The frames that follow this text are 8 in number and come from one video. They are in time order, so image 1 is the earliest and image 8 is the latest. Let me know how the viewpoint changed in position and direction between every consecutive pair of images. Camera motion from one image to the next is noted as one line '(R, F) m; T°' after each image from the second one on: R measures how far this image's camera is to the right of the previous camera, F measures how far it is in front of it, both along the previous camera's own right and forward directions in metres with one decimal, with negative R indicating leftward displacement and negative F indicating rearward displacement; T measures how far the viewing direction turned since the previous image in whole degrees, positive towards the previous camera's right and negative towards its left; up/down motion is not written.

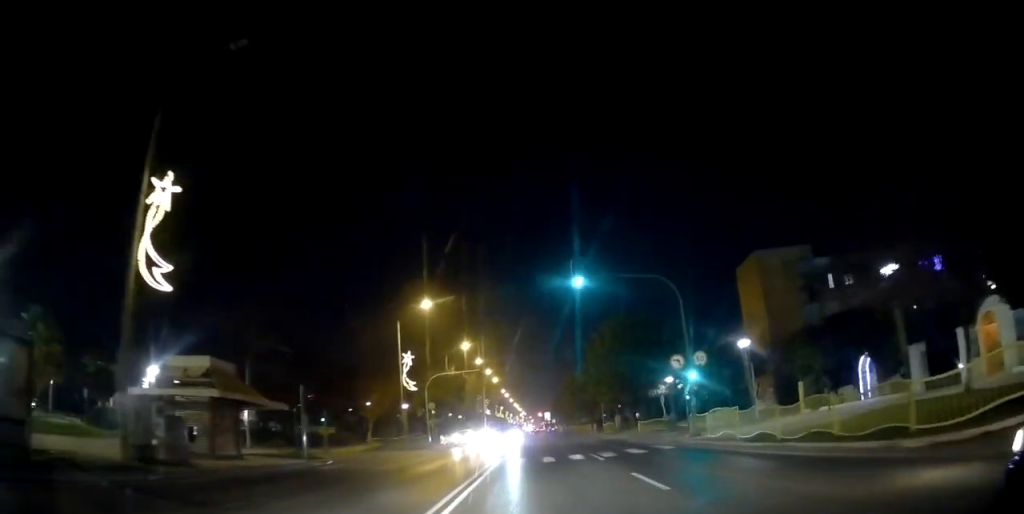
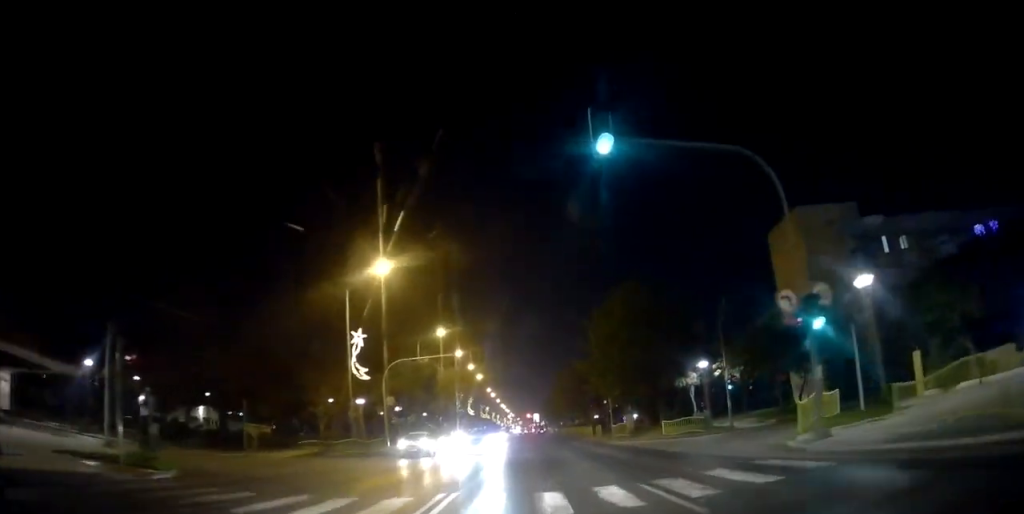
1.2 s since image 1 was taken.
(+0.3, +11.5) m; +4°
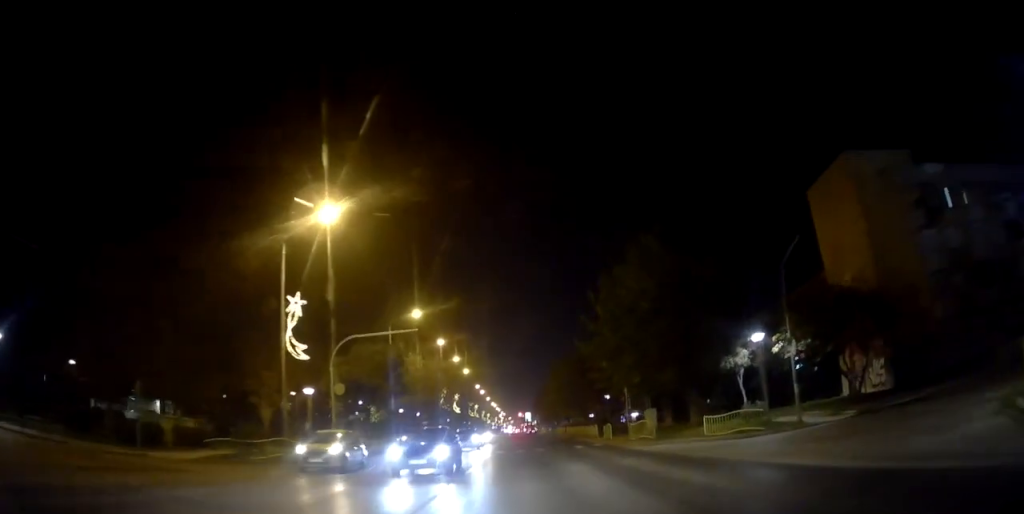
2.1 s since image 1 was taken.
(+0.3, +9.8) m; 0°
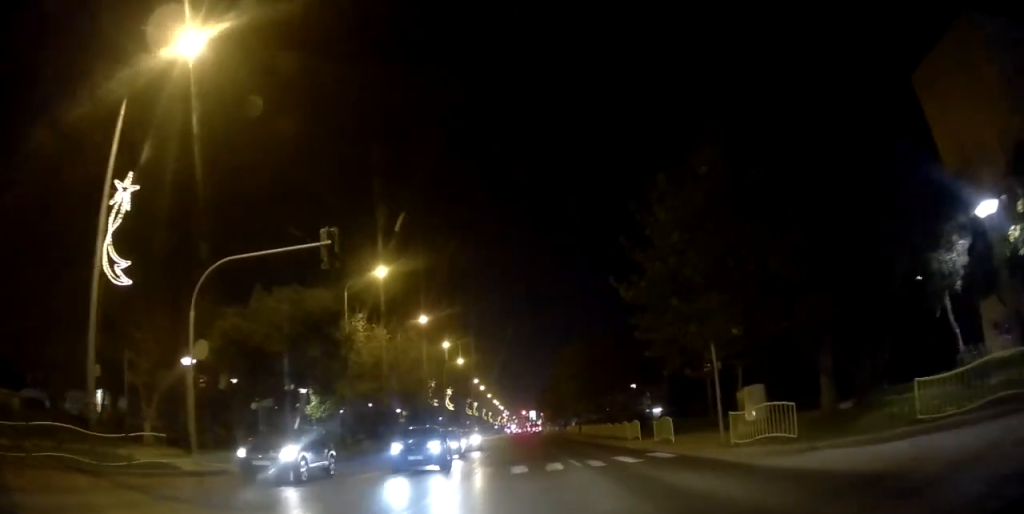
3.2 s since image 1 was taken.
(-0.4, +14.4) m; -2°
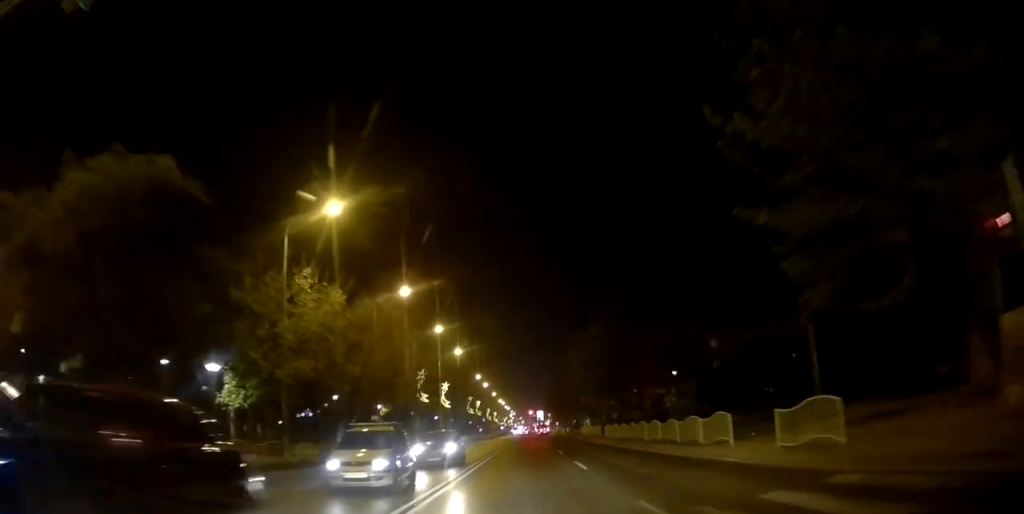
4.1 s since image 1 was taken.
(0.0, +11.8) m; 0°
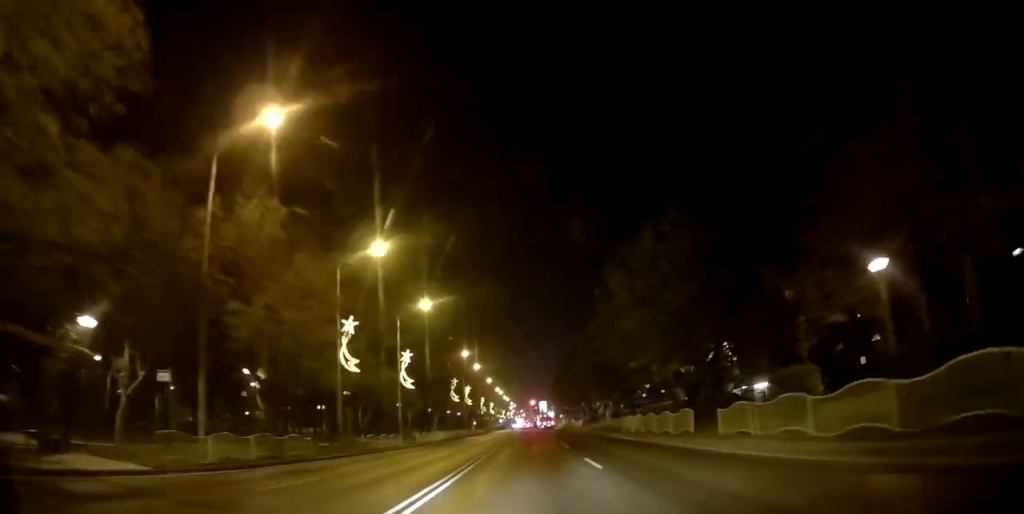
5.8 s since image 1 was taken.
(-0.3, +25.7) m; -1°
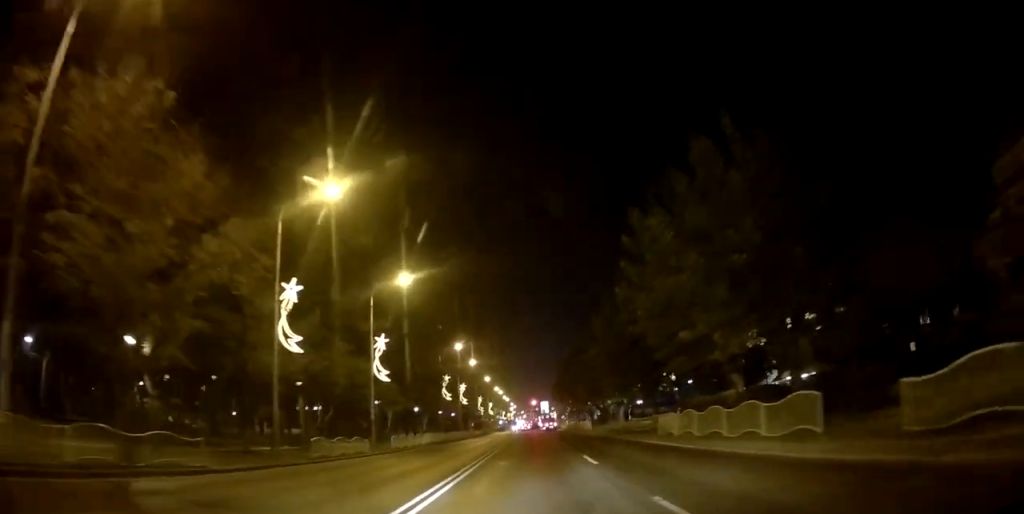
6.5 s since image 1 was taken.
(0.0, +9.7) m; 0°
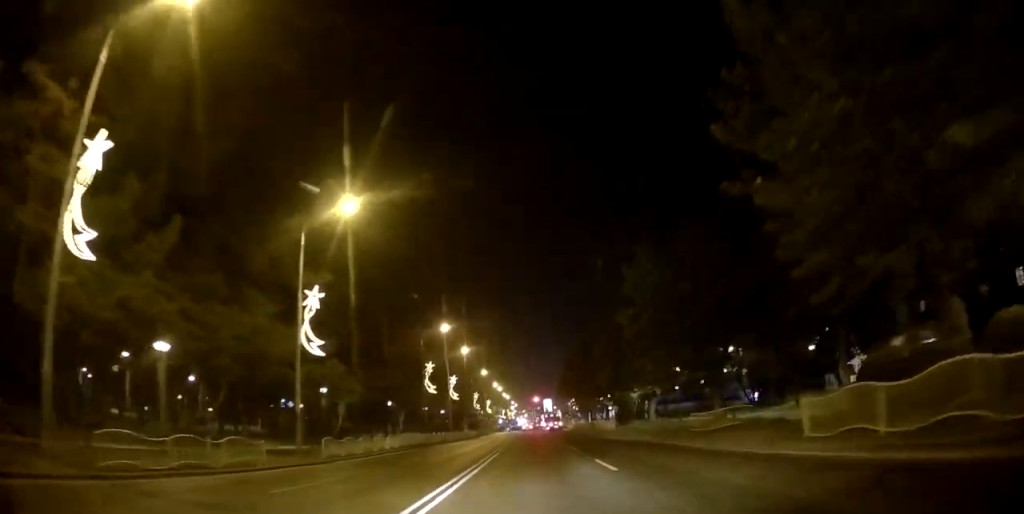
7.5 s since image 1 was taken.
(+0.1, +14.8) m; 0°
